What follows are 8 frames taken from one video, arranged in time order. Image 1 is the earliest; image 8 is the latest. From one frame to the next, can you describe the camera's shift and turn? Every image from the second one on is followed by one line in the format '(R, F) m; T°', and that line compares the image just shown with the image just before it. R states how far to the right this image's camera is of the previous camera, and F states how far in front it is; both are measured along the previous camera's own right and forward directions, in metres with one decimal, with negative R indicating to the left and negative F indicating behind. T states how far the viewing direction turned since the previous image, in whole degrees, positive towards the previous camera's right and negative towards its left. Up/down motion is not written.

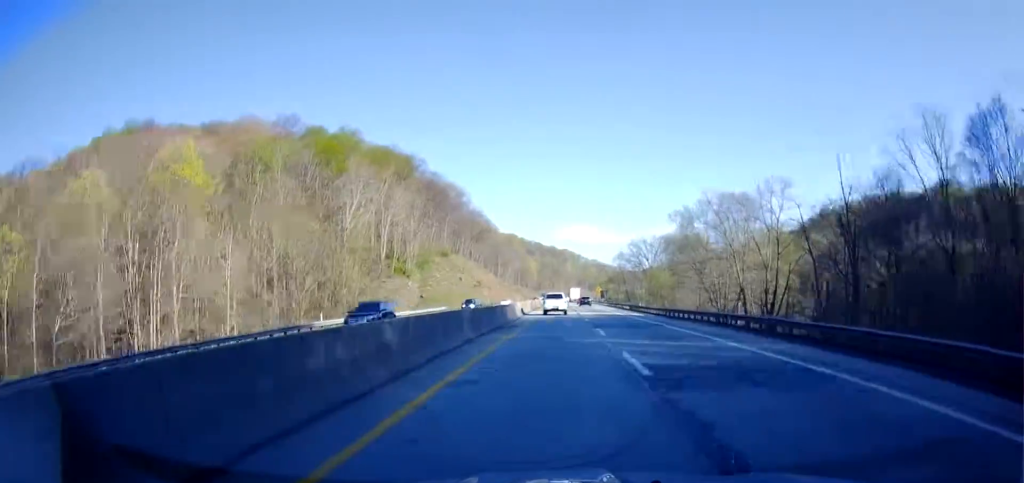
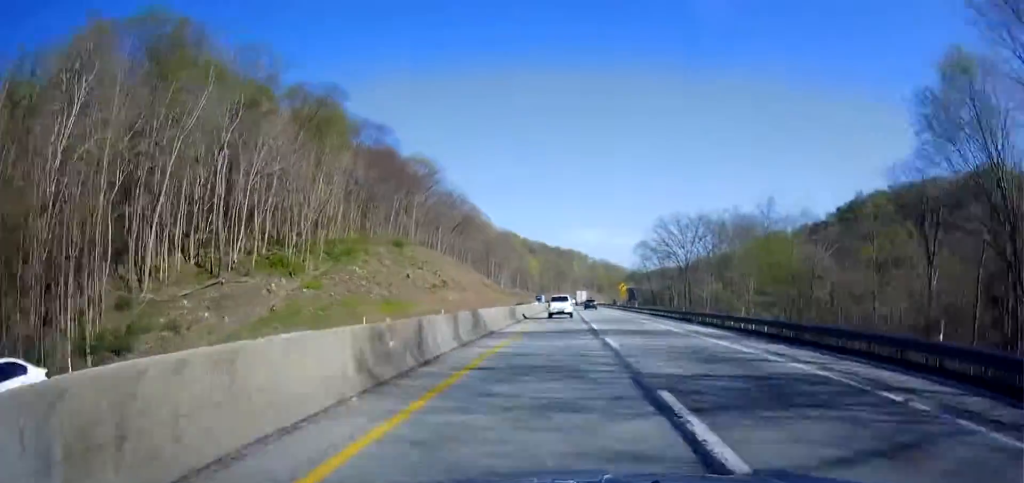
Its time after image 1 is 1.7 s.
(-0.2, +54.2) m; -1°
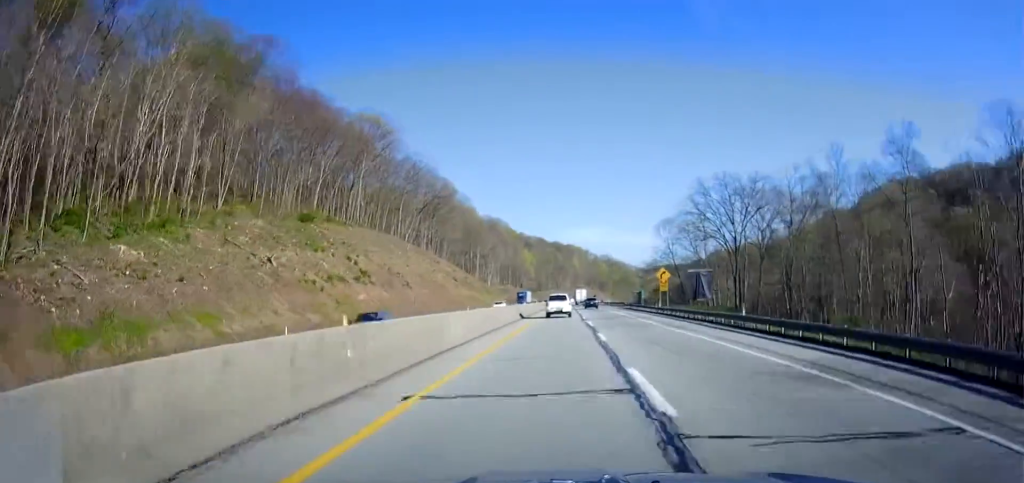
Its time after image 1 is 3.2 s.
(-0.2, +45.8) m; 0°
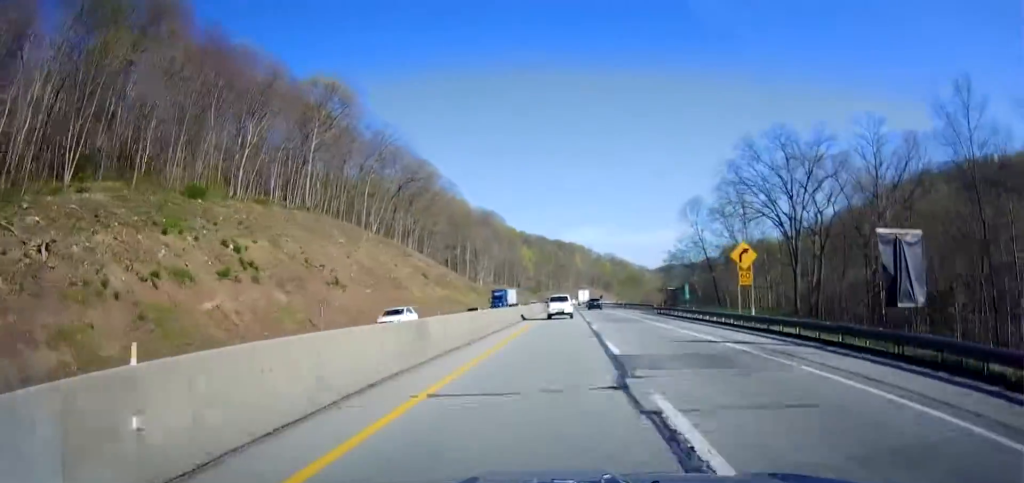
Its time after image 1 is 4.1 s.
(-0.2, +28.1) m; 0°
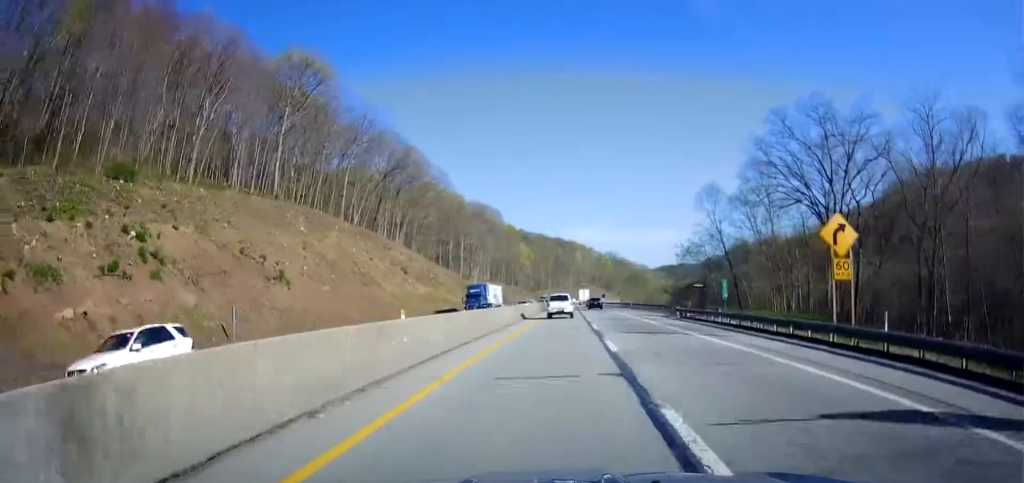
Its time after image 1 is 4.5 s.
(0.0, +12.5) m; 0°
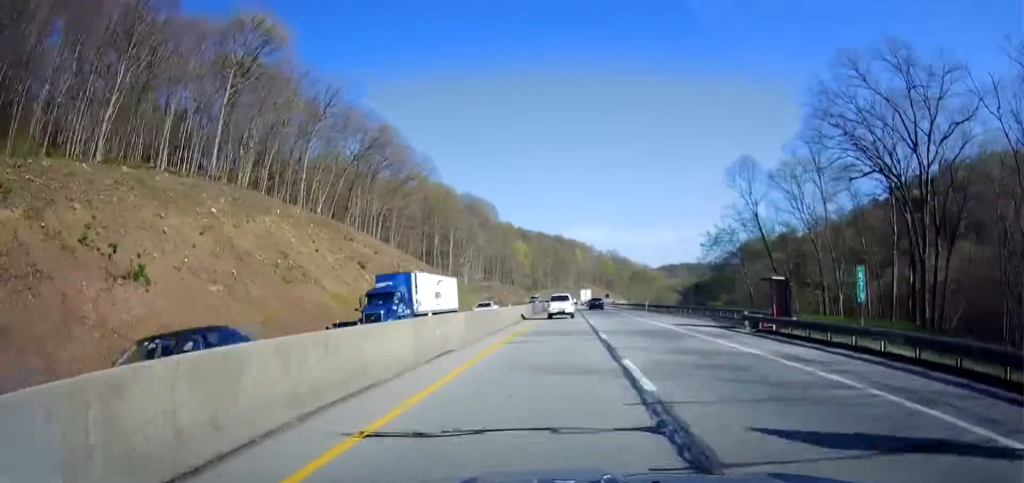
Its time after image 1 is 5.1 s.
(0.0, +18.7) m; 0°
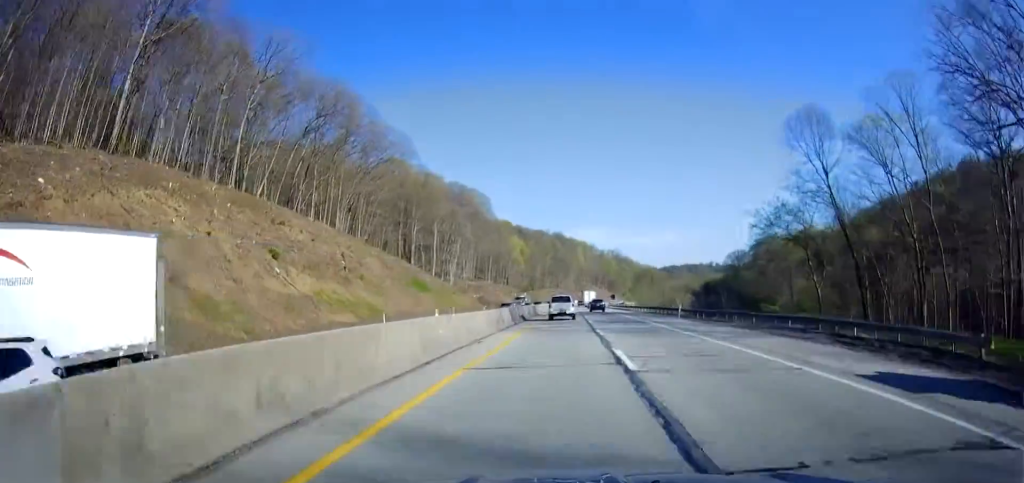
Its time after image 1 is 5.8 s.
(+0.1, +21.8) m; 0°
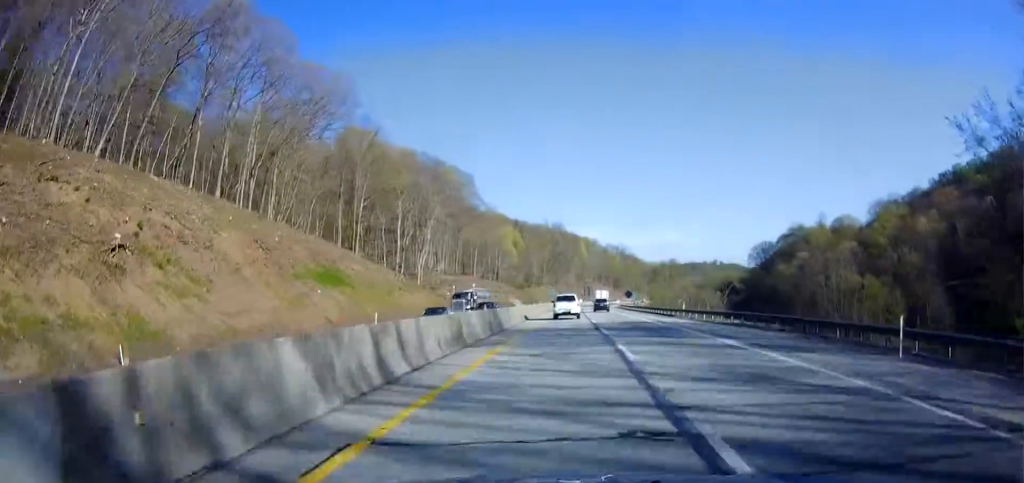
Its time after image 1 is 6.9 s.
(+0.1, +35.3) m; 0°
